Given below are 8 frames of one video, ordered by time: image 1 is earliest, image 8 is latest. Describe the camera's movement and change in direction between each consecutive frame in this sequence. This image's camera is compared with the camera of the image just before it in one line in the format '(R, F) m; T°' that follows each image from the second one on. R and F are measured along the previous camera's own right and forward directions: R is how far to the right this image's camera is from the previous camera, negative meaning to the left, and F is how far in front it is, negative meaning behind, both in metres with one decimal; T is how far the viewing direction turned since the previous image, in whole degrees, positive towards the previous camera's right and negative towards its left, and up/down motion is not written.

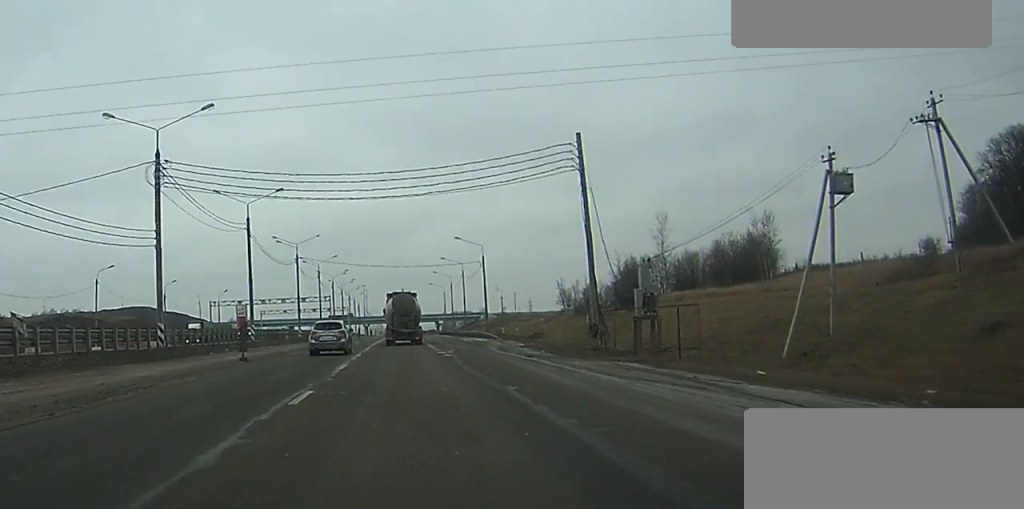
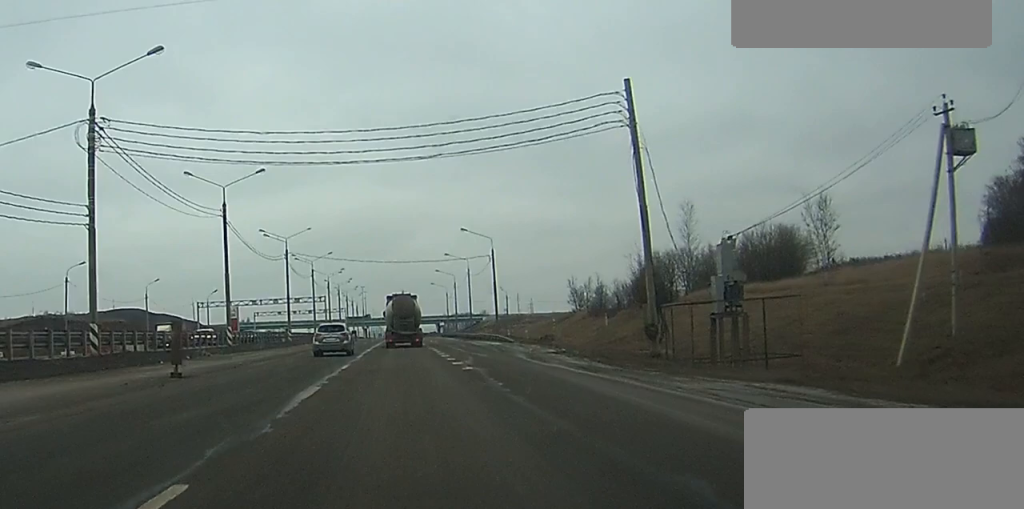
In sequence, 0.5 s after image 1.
(0.0, +10.4) m; 0°
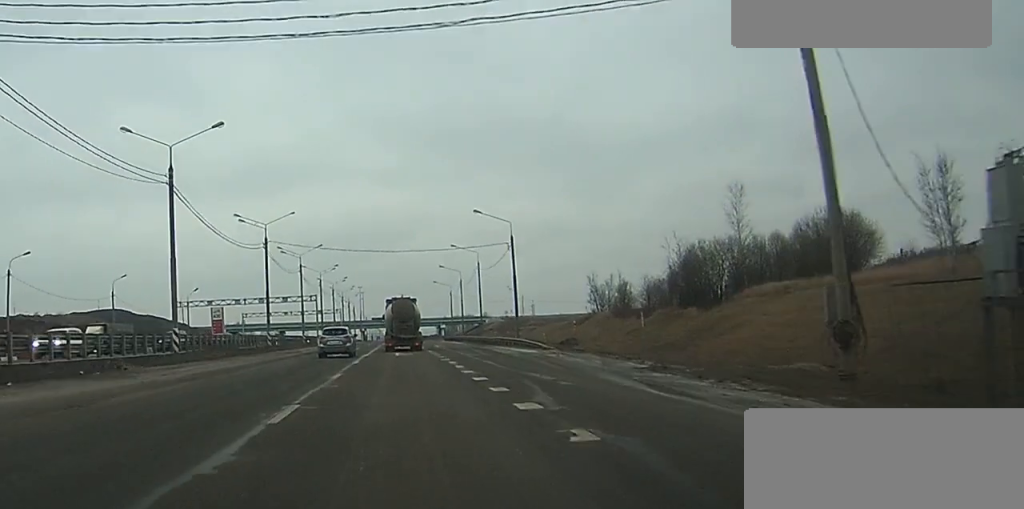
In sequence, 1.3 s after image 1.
(0.0, +15.5) m; 0°
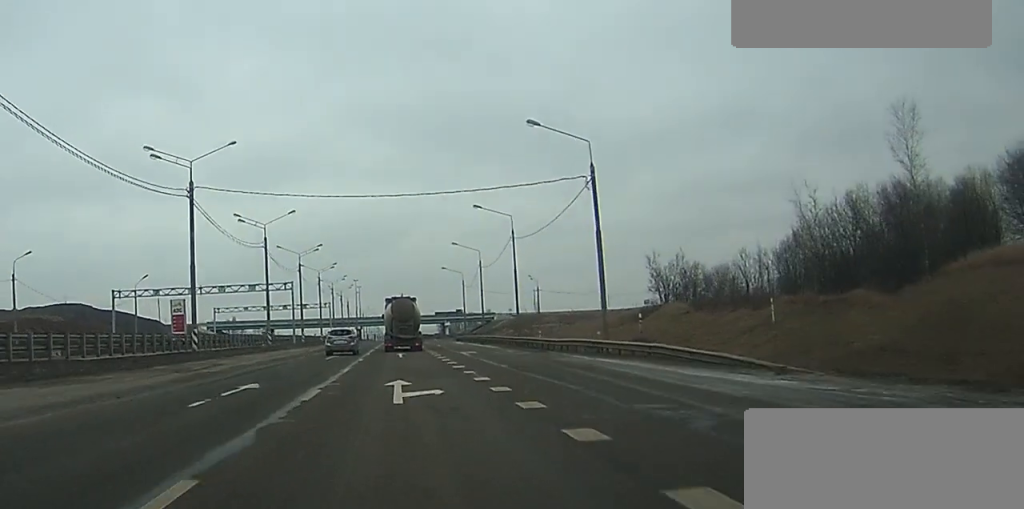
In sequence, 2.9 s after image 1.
(-0.1, +30.6) m; 0°
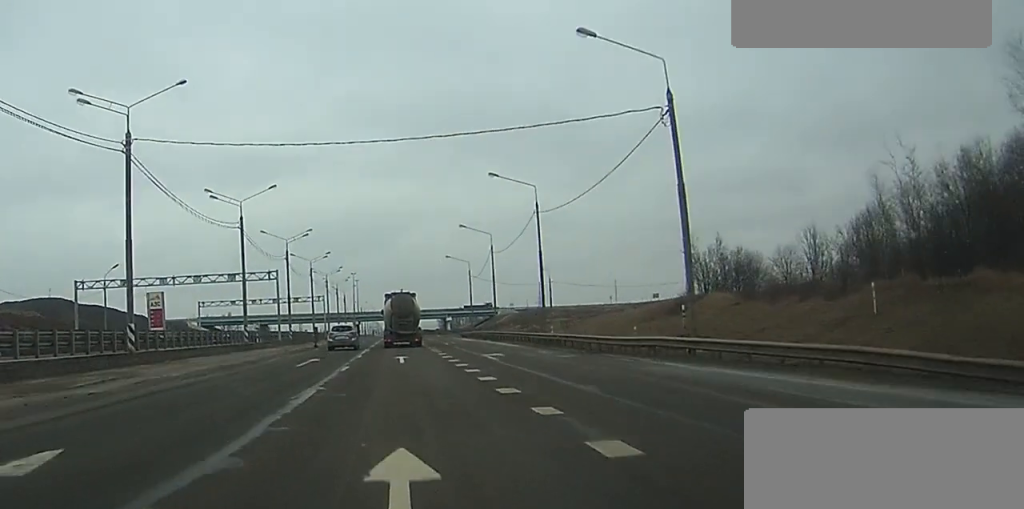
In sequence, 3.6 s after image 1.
(0.0, +12.6) m; 0°
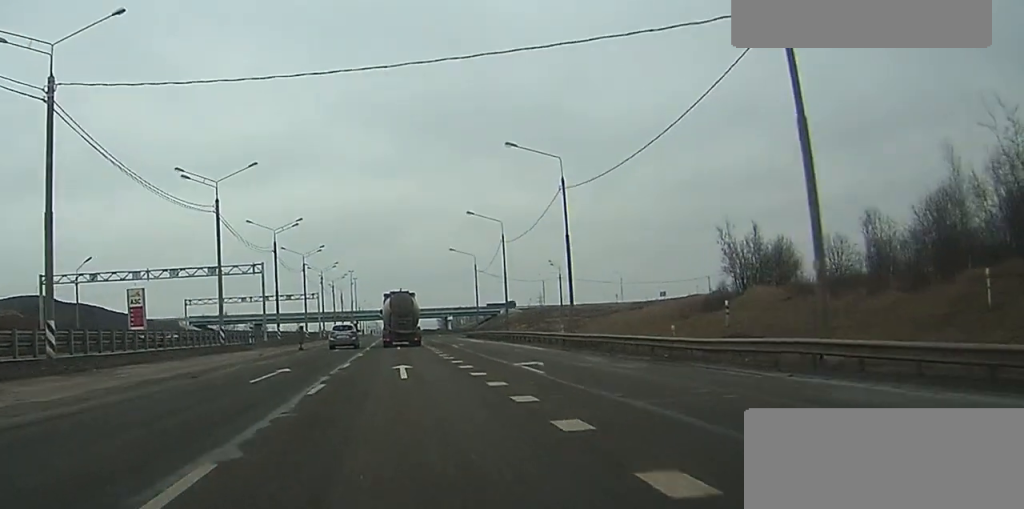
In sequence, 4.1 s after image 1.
(0.0, +9.3) m; +1°
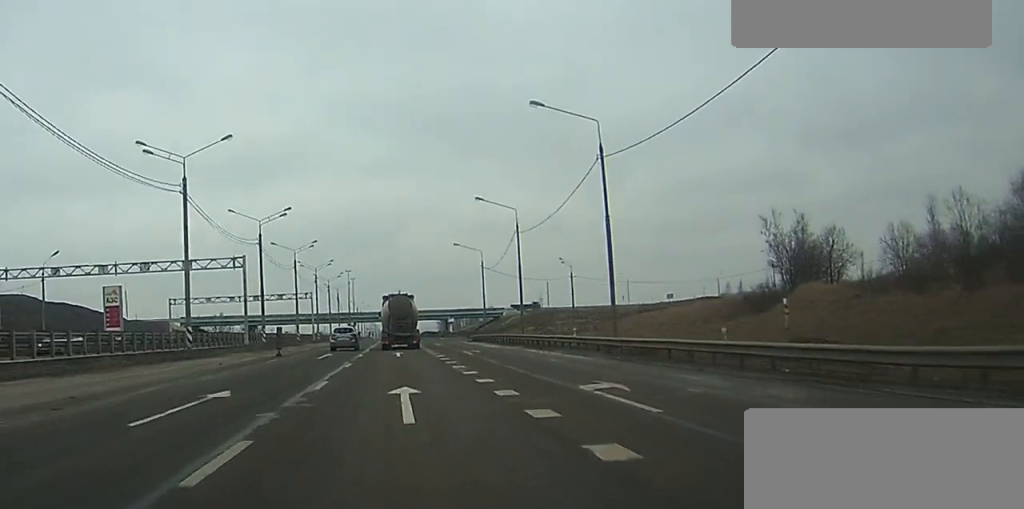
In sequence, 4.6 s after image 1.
(-0.1, +9.2) m; +1°
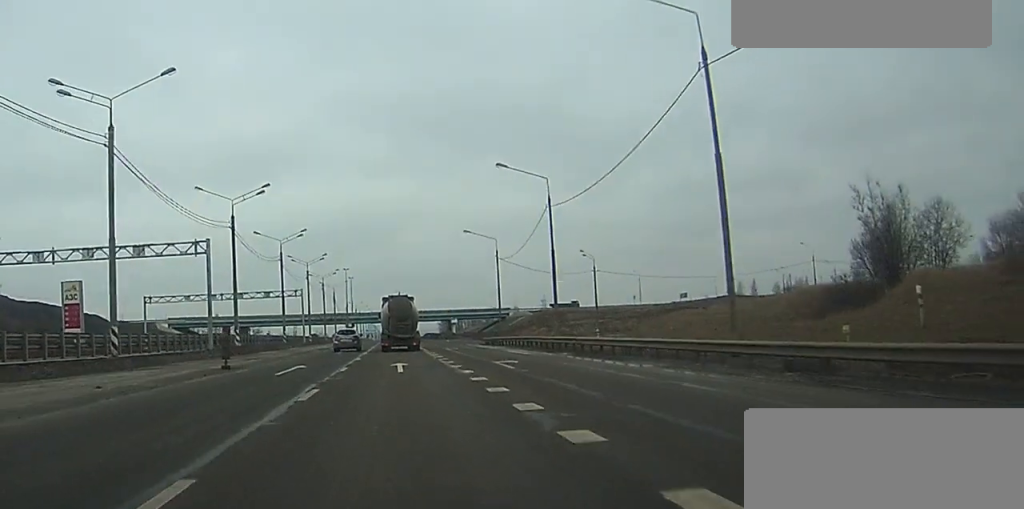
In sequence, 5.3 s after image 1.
(+0.5, +10.8) m; -1°
